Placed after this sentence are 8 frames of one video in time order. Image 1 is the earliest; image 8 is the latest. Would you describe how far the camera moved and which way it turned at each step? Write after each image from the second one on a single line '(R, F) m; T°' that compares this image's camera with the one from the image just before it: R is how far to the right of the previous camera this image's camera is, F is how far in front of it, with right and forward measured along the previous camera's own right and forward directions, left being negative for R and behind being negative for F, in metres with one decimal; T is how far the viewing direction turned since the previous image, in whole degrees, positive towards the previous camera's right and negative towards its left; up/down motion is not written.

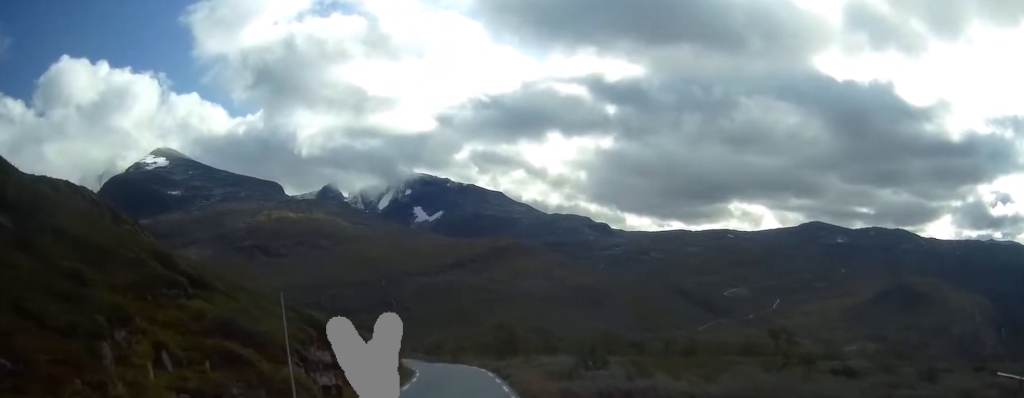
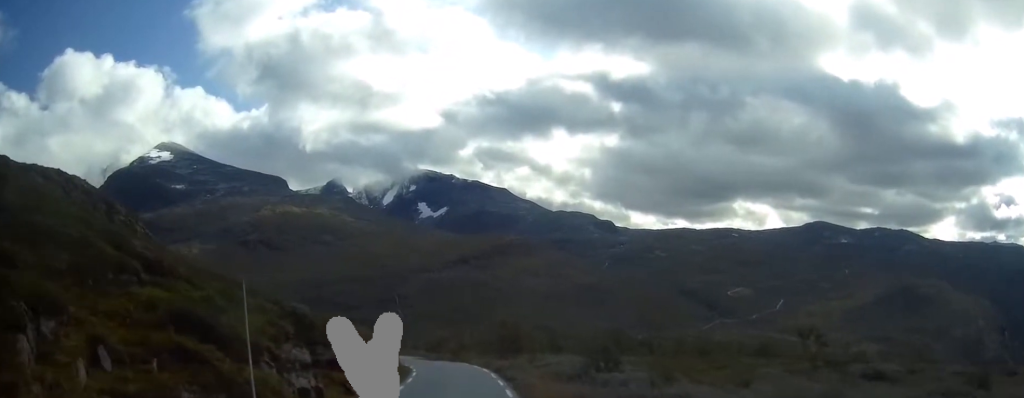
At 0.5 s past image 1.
(0.0, +3.4) m; 0°
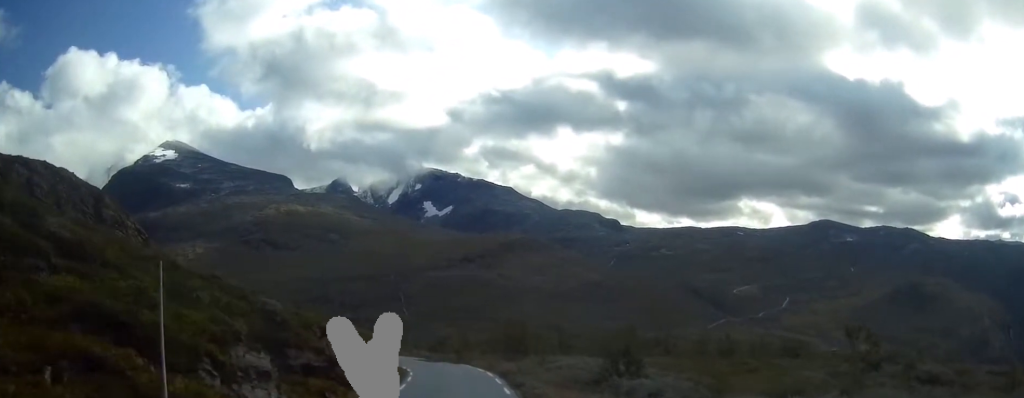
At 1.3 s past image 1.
(0.0, +4.6) m; +2°
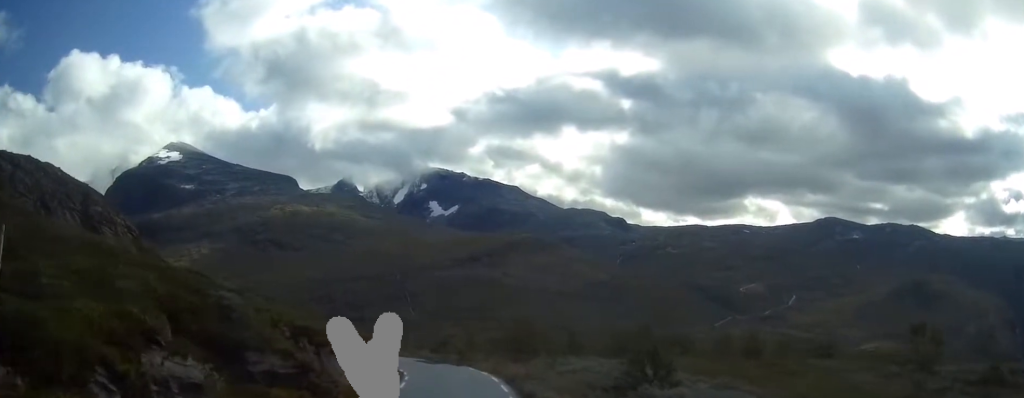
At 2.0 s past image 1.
(+0.1, +4.9) m; +2°
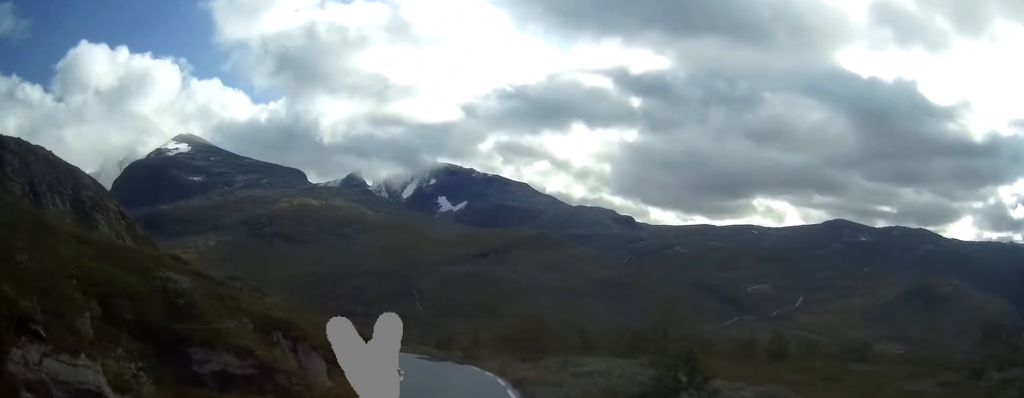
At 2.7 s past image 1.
(+0.1, +4.3) m; +1°
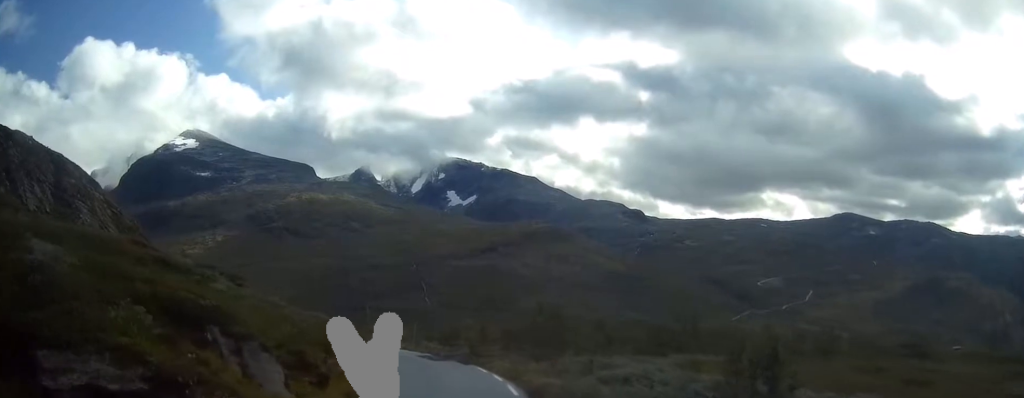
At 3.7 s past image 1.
(-0.1, +6.5) m; -1°
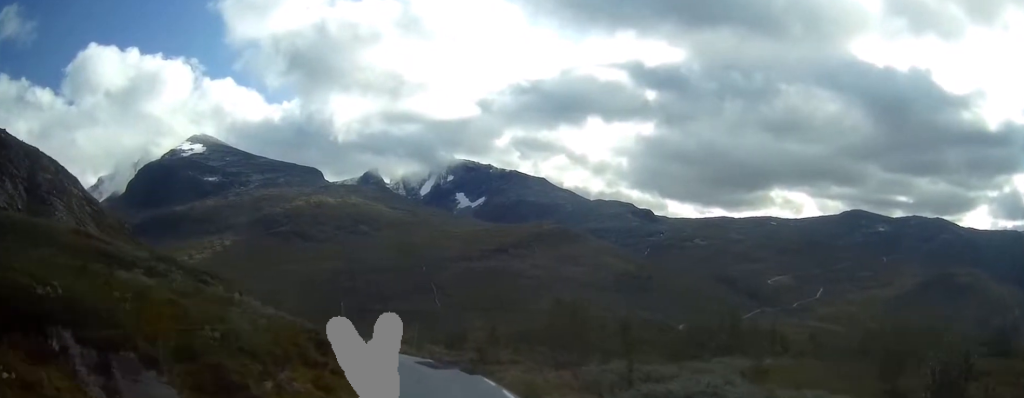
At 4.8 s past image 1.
(0.0, +7.5) m; -1°
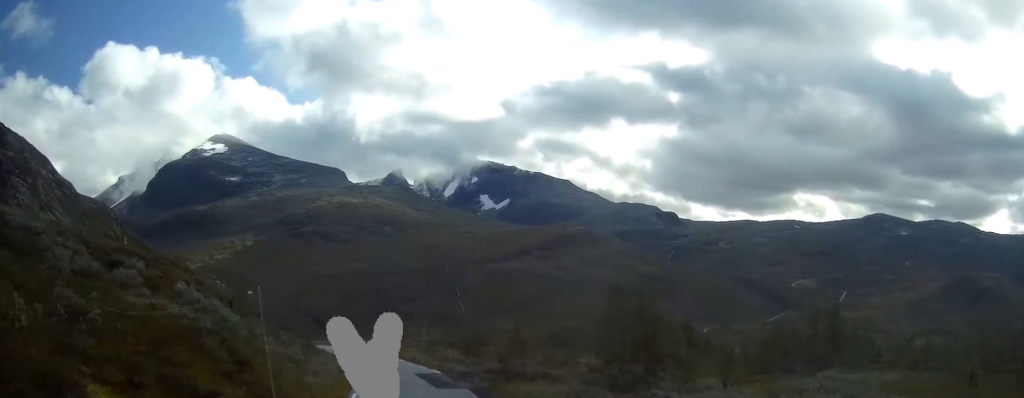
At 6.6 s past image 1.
(-0.1, +12.1) m; -4°
